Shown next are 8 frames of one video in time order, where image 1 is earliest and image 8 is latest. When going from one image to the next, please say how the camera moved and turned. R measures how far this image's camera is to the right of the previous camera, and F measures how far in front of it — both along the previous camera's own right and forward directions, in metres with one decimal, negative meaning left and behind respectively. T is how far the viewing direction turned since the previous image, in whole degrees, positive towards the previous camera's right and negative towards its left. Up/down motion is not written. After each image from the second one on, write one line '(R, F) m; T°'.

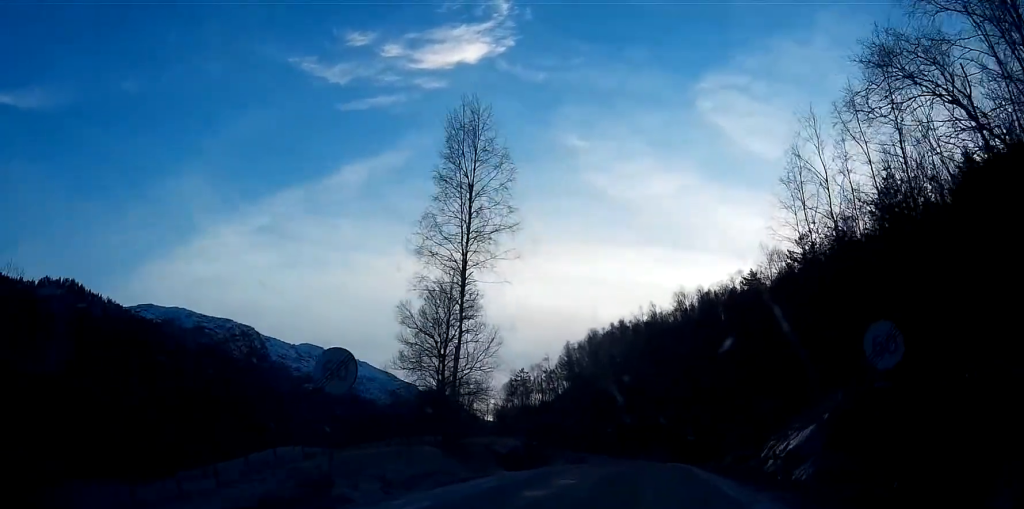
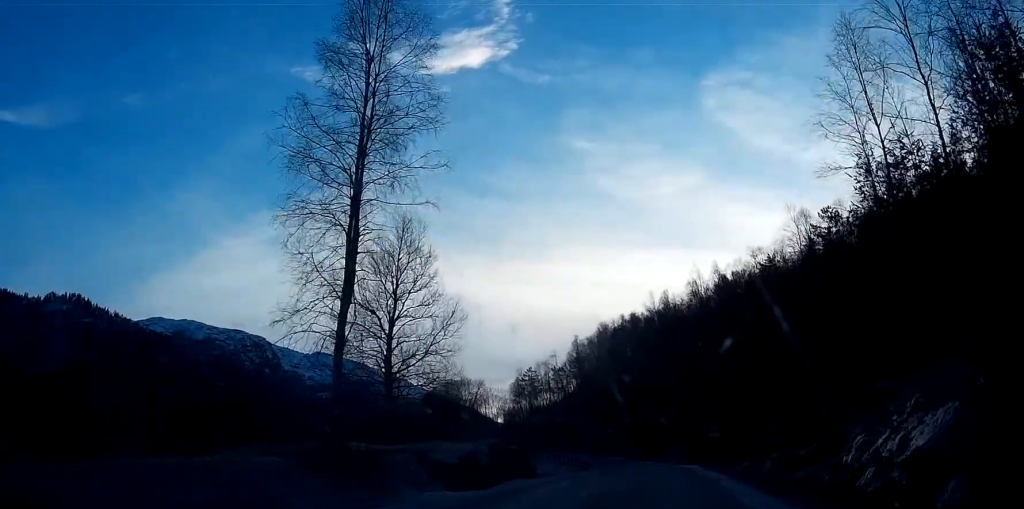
(-0.3, +11.1) m; -1°
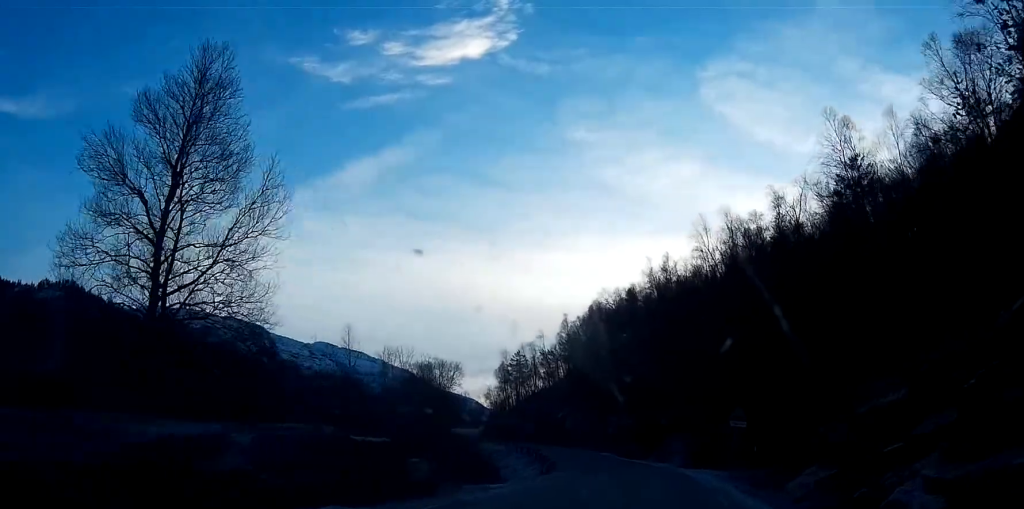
(+0.1, +17.5) m; +1°
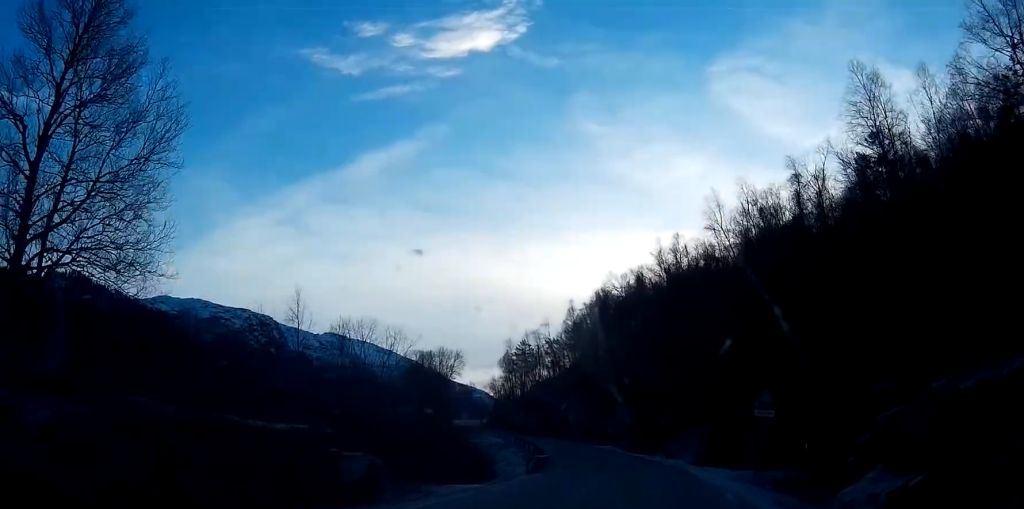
(0.0, +5.5) m; 0°
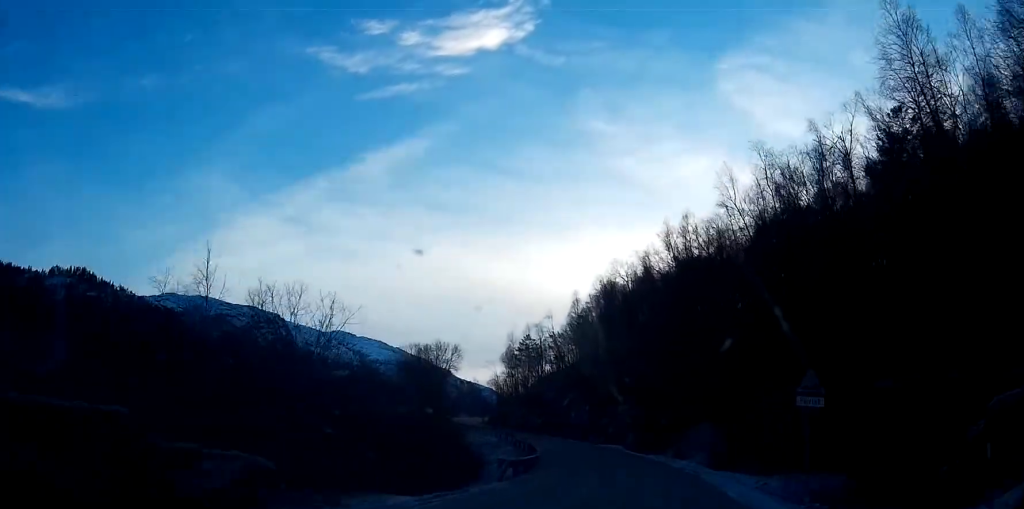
(0.0, +6.4) m; 0°
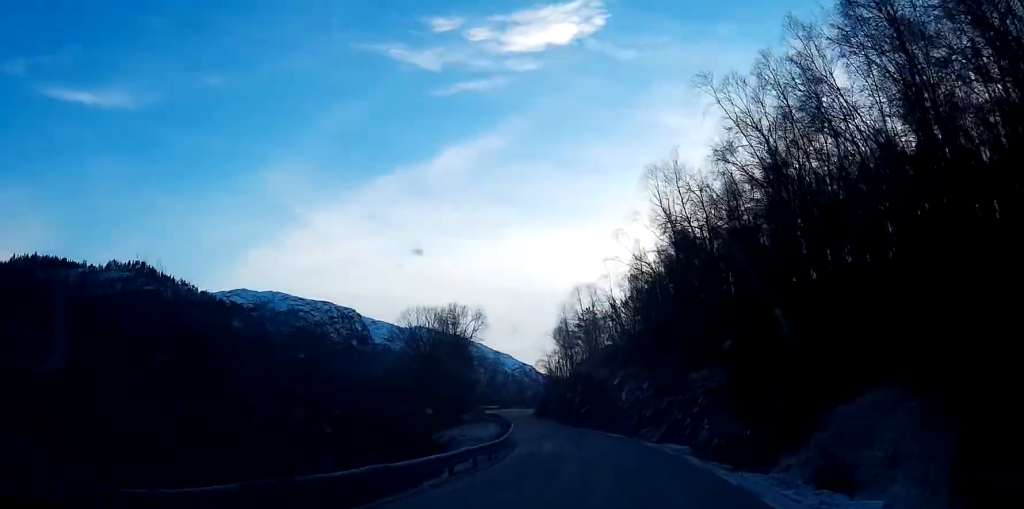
(-1.1, +29.7) m; -6°
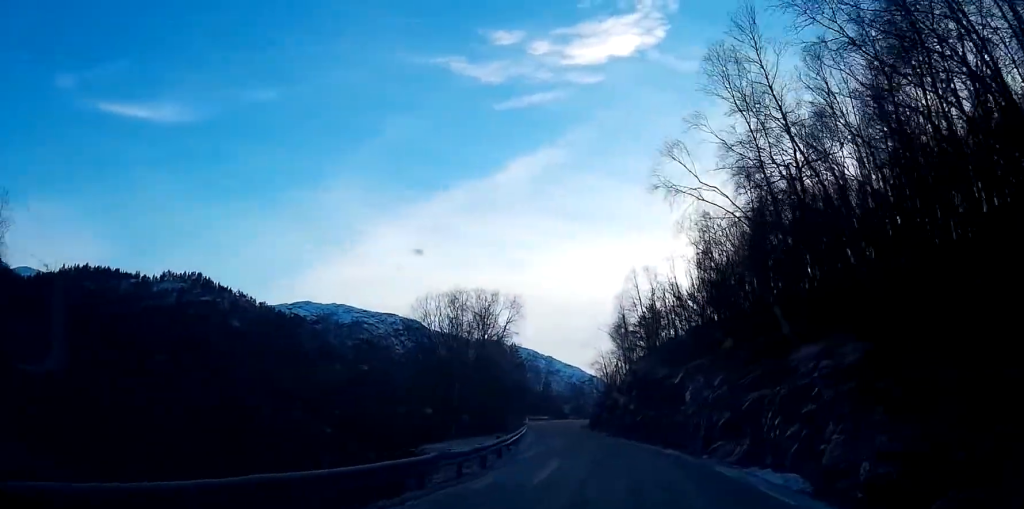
(-0.7, +16.2) m; -5°
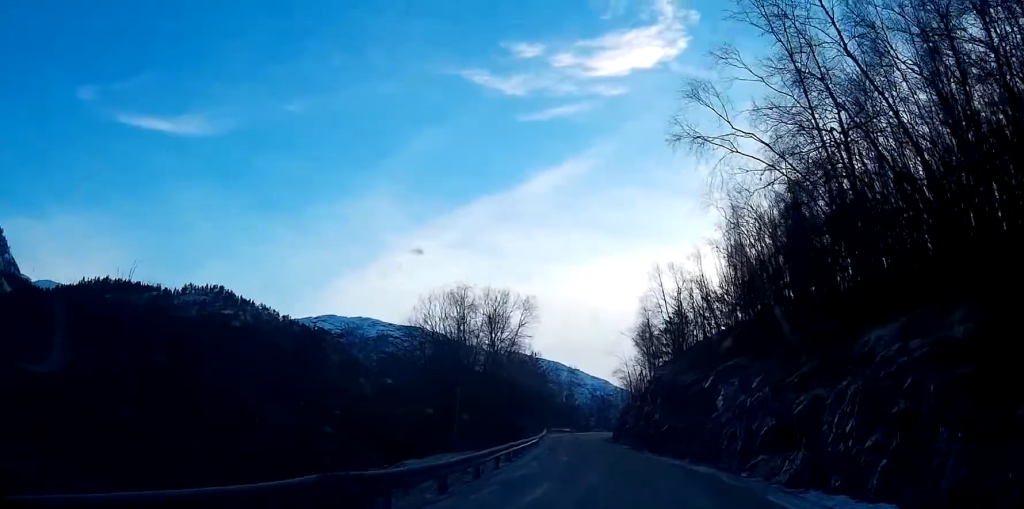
(0.0, +6.6) m; -2°
